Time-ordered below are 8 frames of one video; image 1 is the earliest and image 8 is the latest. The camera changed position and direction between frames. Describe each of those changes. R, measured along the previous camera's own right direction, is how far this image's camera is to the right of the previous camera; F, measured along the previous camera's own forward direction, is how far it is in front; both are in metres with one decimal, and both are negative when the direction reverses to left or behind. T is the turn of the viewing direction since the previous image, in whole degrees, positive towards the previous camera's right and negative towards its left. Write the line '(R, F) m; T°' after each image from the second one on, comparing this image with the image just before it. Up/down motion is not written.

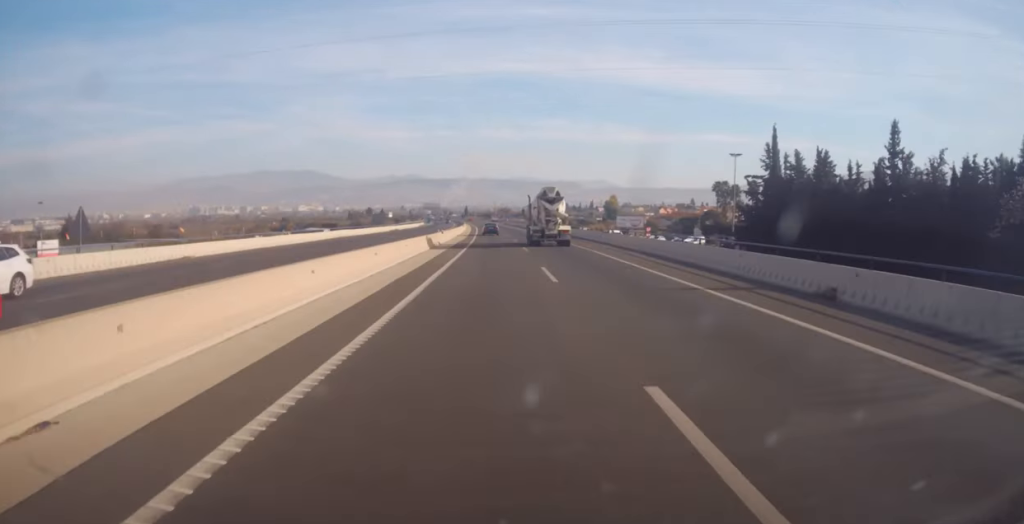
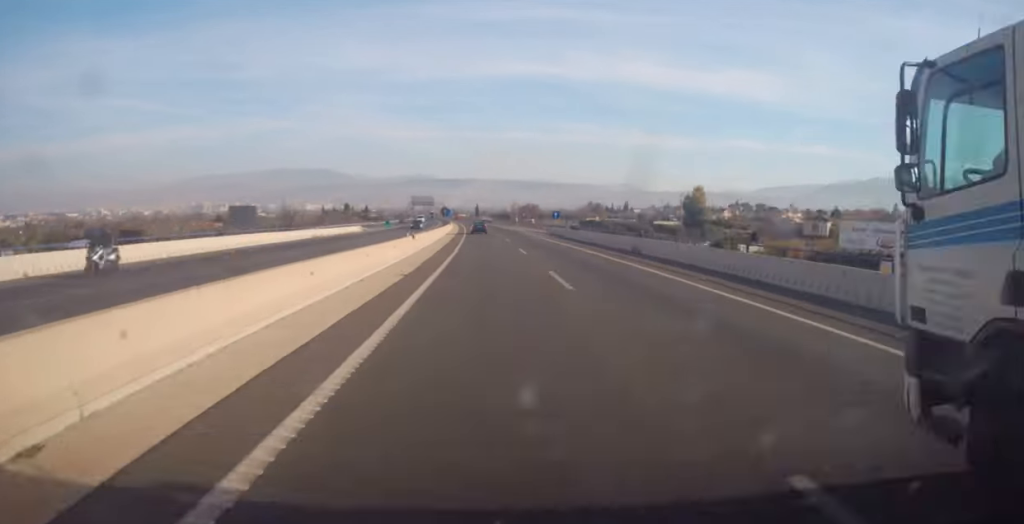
(+0.5, +121.9) m; -2°
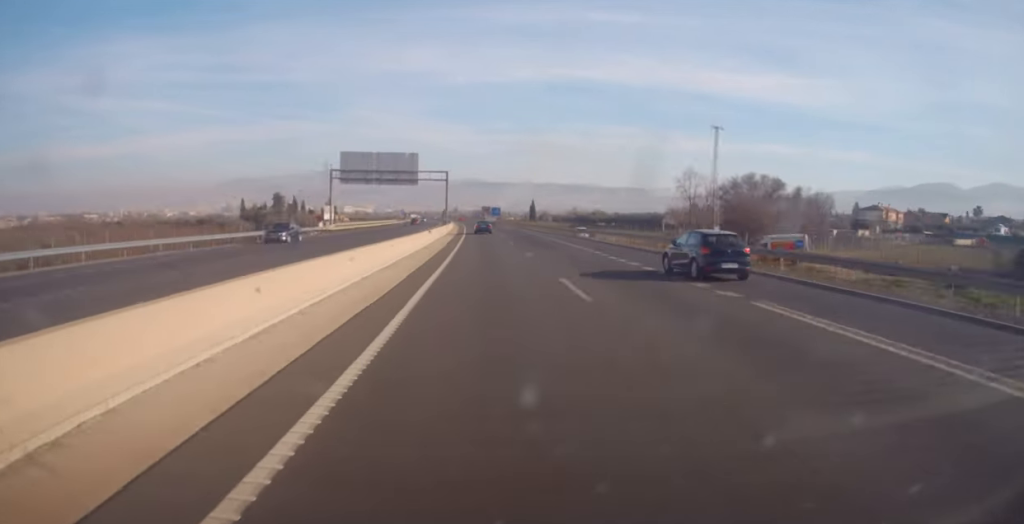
(-7.2, +177.5) m; -4°
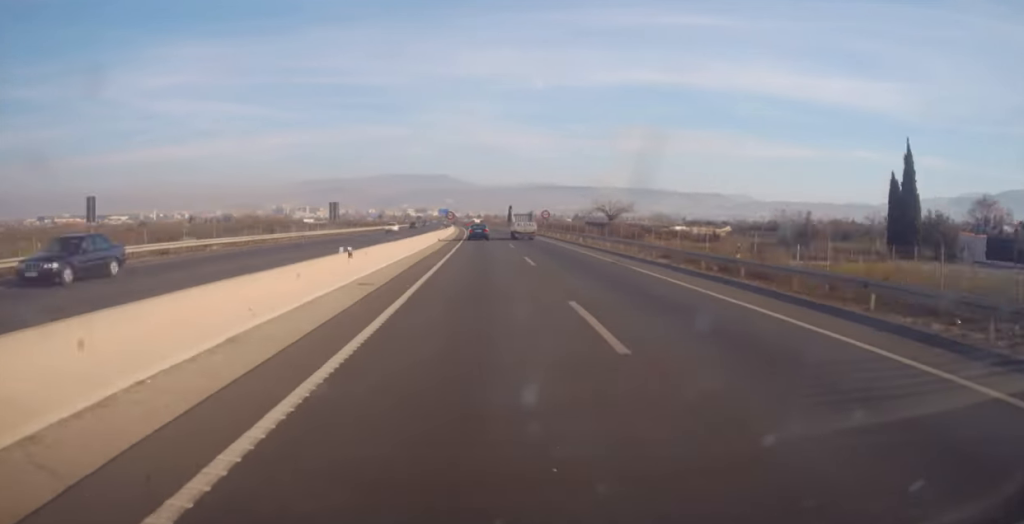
(-12.5, +271.0) m; -6°
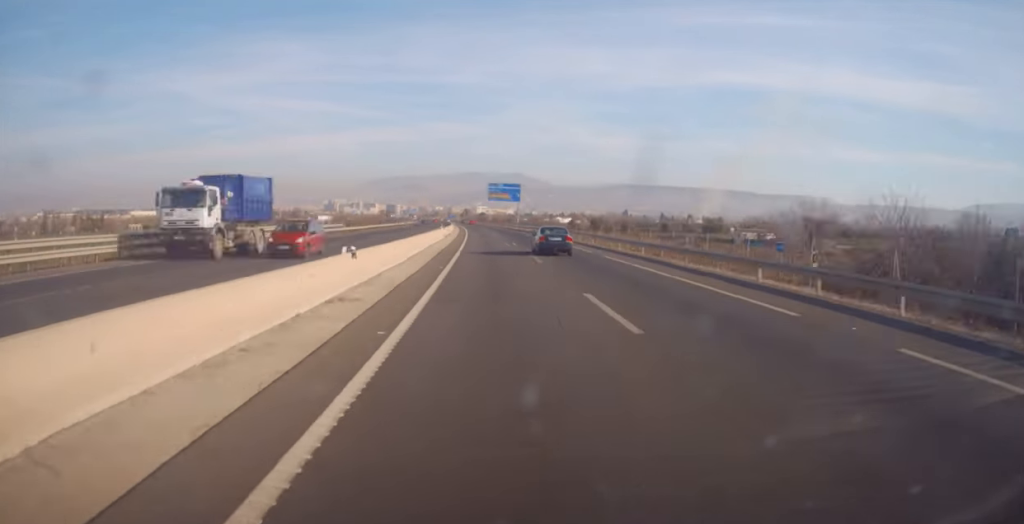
(-14.8, +276.1) m; -5°
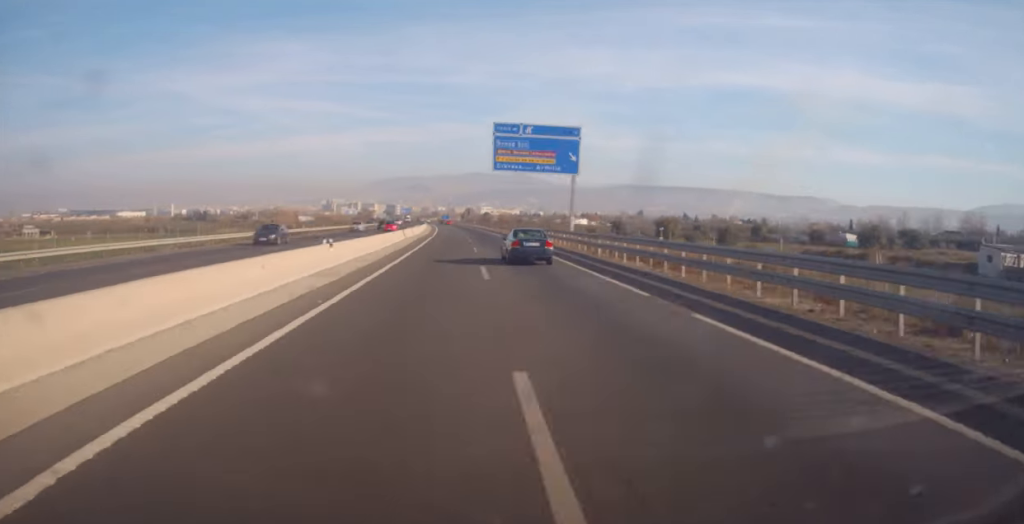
(-0.1, +83.3) m; -2°
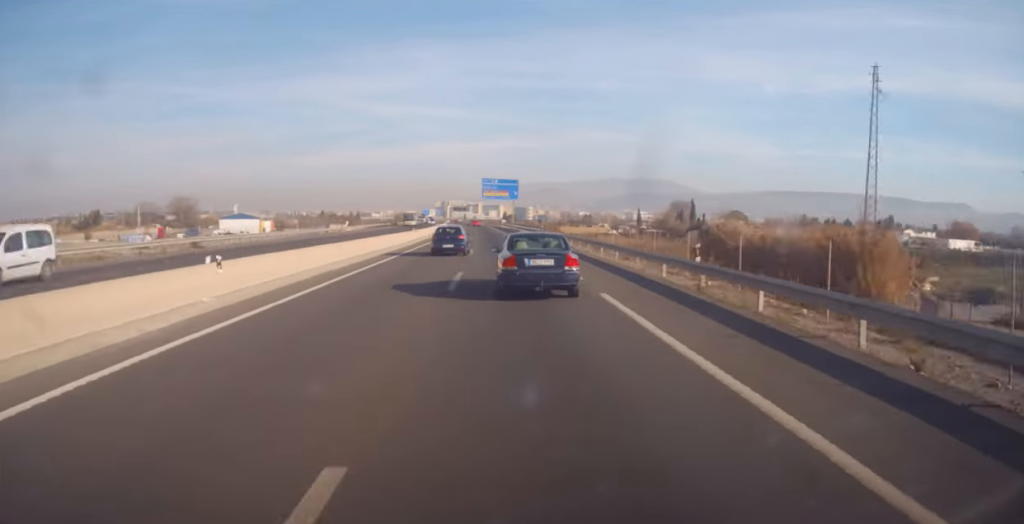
(-27.1, +356.4) m; -8°
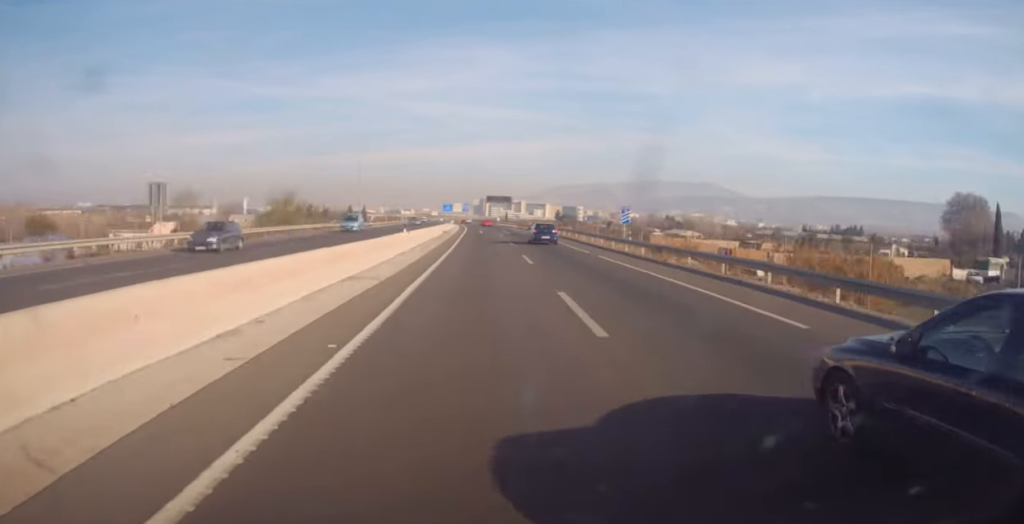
(-2.7, +112.2) m; -4°
